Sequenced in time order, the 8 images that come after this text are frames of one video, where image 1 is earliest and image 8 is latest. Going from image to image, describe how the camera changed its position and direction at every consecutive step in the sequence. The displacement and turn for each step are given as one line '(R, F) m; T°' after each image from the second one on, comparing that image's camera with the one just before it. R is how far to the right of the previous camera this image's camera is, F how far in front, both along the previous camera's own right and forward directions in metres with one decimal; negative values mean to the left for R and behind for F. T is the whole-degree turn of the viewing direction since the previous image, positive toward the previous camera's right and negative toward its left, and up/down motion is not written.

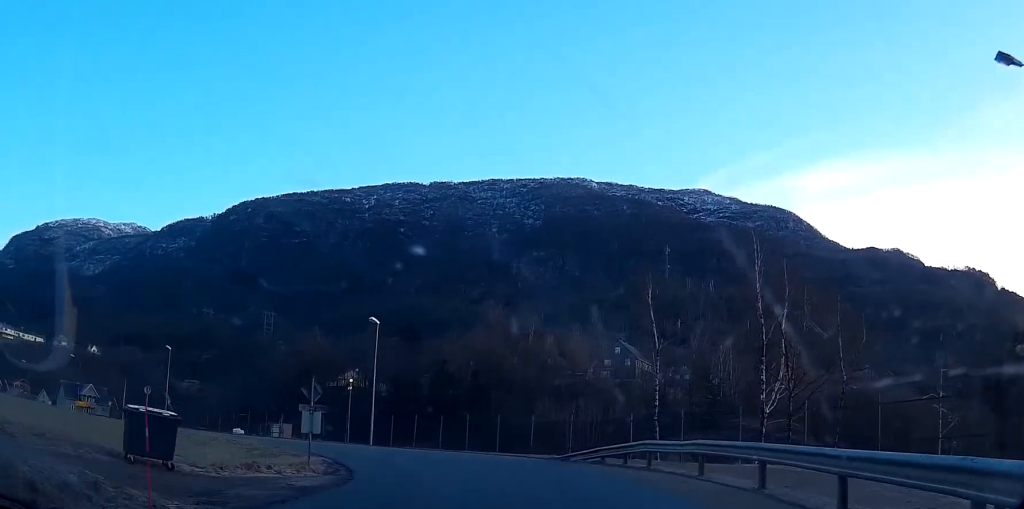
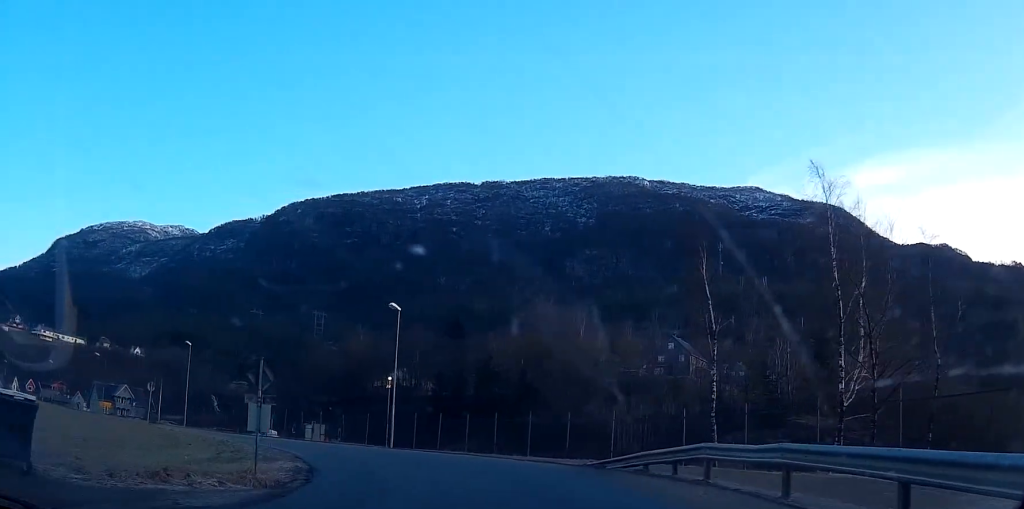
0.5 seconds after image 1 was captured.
(+0.2, +5.9) m; -2°
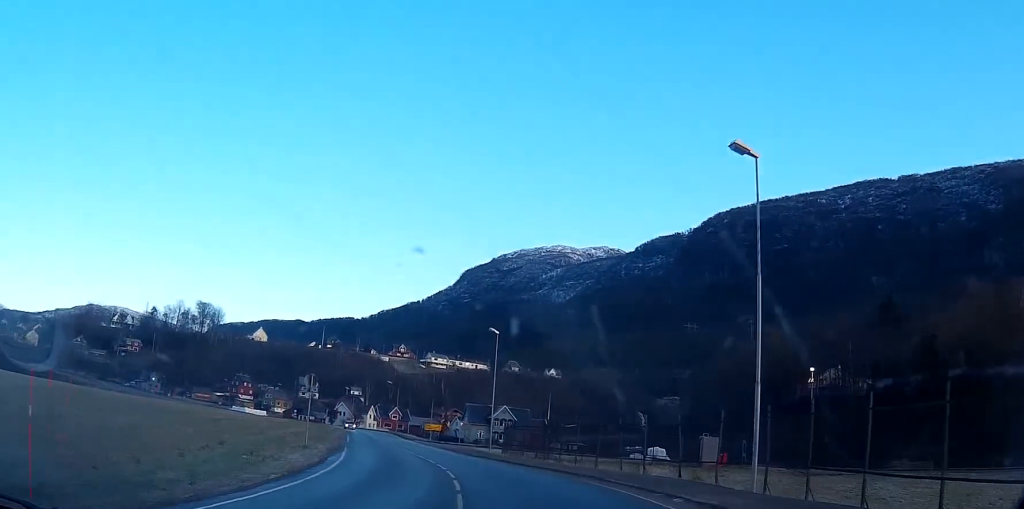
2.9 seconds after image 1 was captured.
(-6.1, +26.2) m; -30°
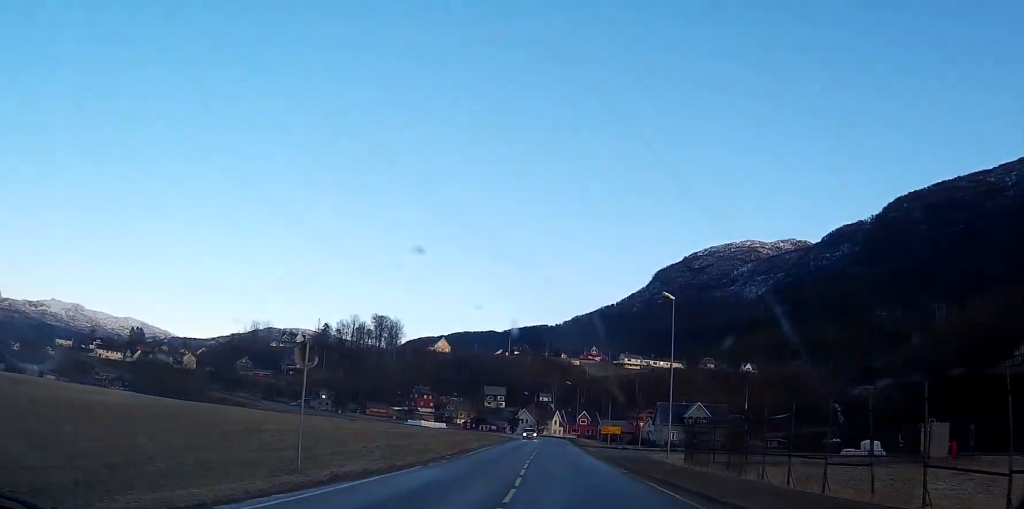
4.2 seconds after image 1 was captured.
(-2.1, +13.6) m; -14°
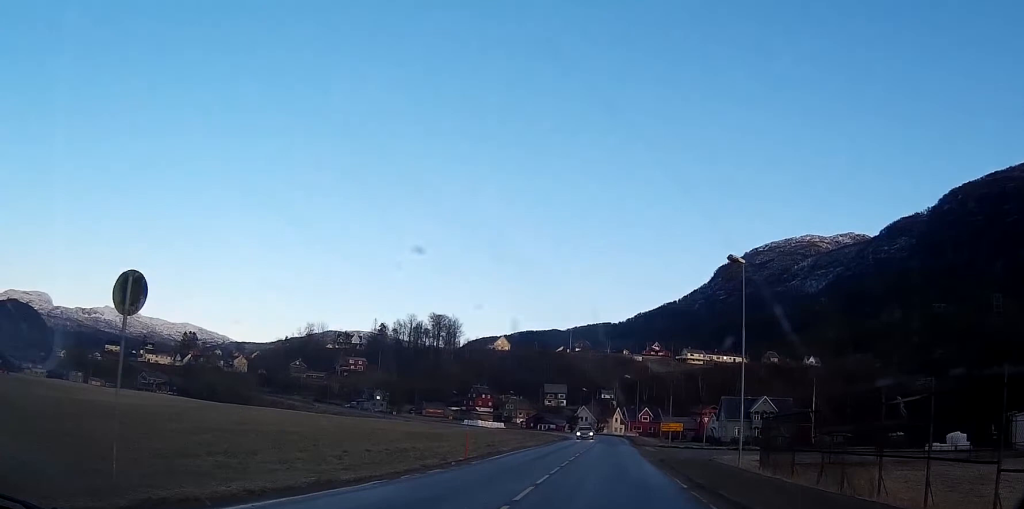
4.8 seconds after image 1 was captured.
(-0.4, +7.7) m; -4°
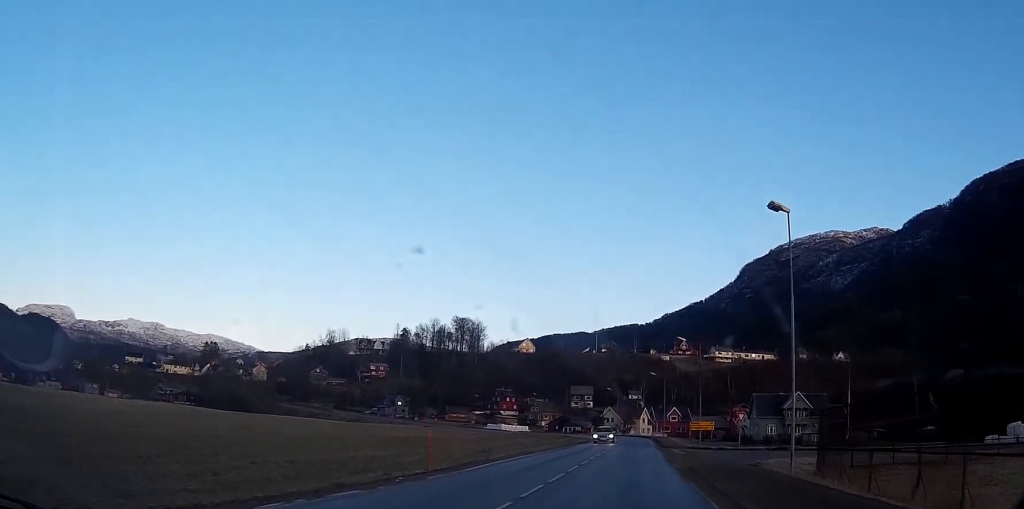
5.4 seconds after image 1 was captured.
(-0.2, +7.1) m; -2°
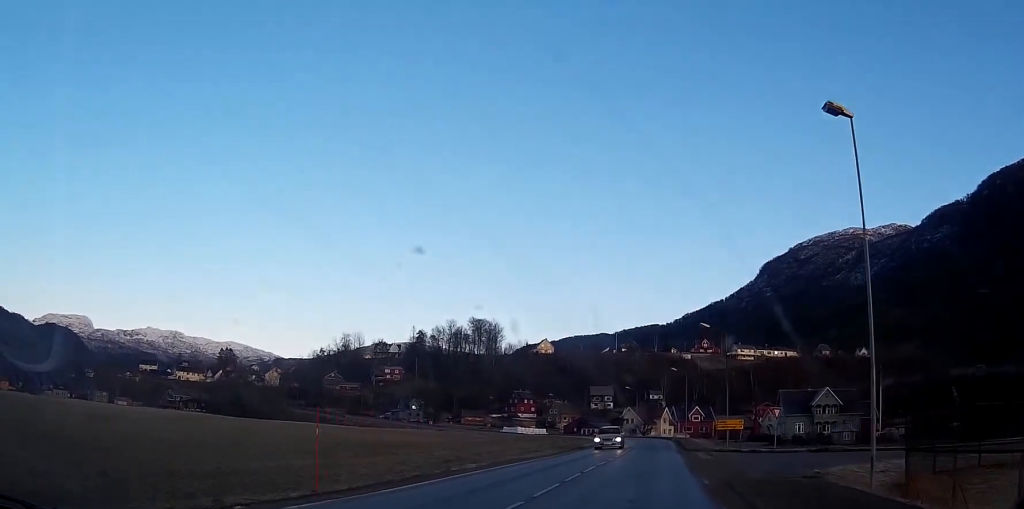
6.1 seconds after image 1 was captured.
(-0.2, +7.9) m; -1°
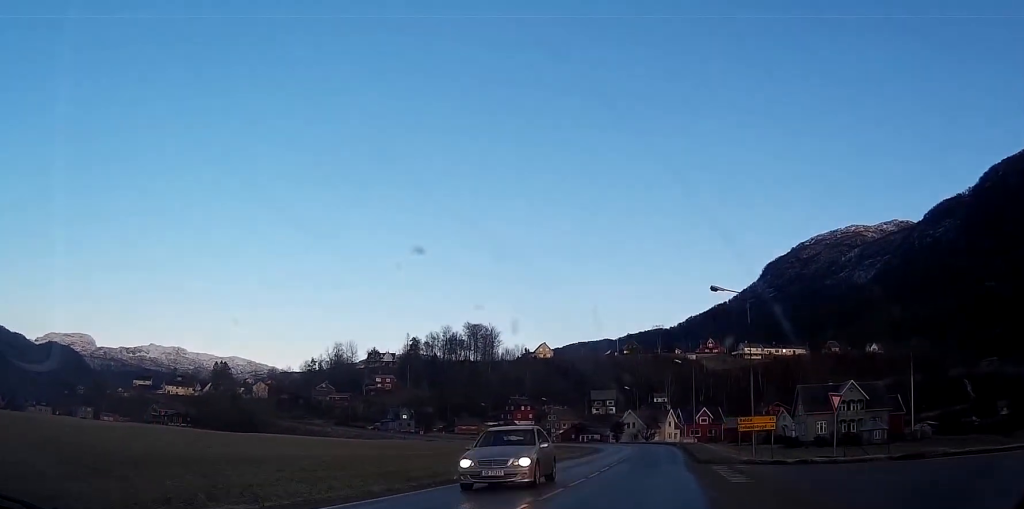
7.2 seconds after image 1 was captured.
(-0.2, +15.1) m; -1°
